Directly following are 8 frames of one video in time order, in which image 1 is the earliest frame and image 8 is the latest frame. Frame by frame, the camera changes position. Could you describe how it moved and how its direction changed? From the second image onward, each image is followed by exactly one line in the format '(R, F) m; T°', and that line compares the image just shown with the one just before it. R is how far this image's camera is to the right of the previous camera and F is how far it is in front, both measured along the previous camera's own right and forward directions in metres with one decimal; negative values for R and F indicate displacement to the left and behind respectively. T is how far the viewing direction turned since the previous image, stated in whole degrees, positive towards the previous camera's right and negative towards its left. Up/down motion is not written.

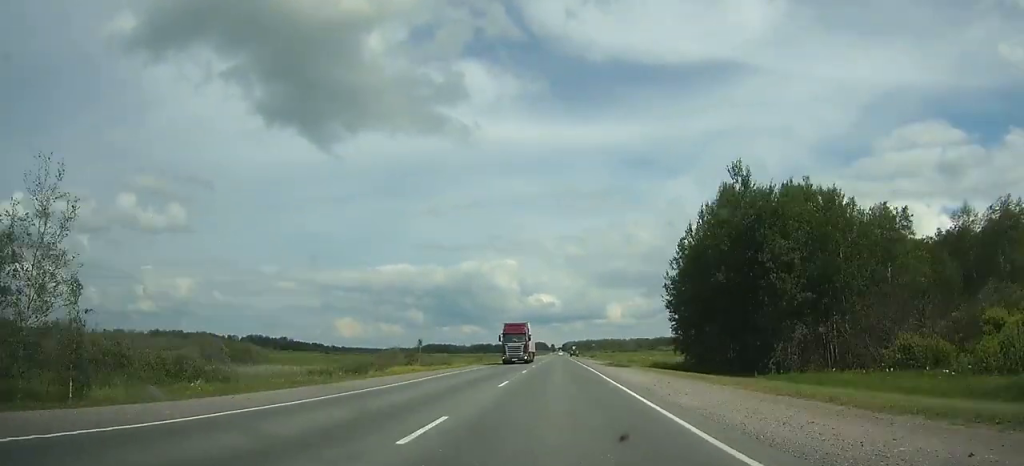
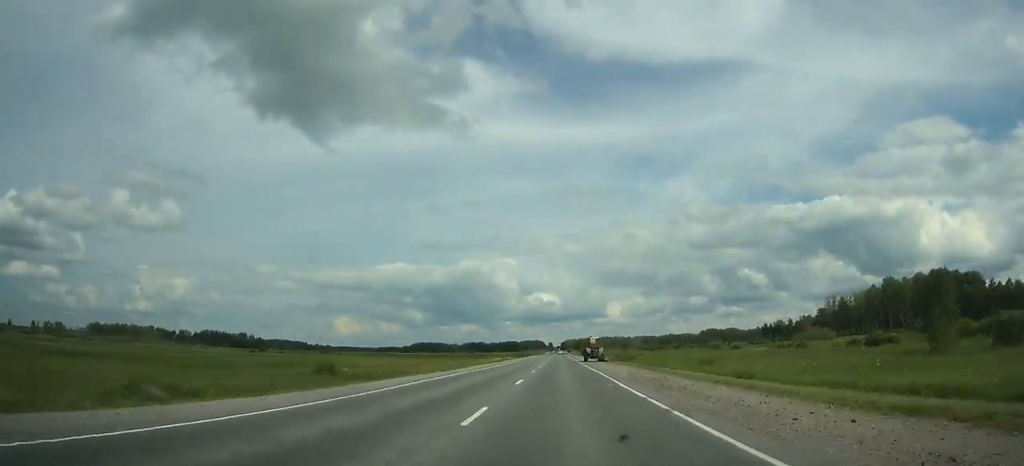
(+0.2, +107.9) m; 0°
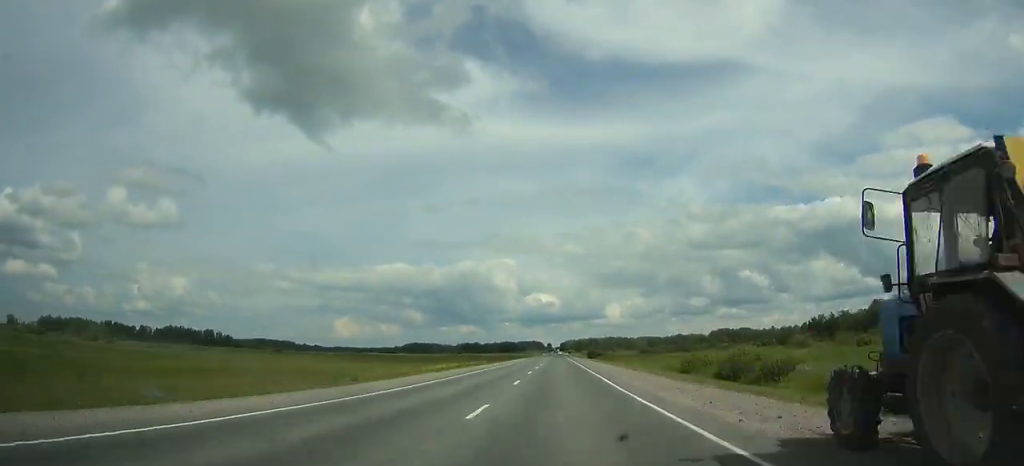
(+0.2, +70.8) m; 0°
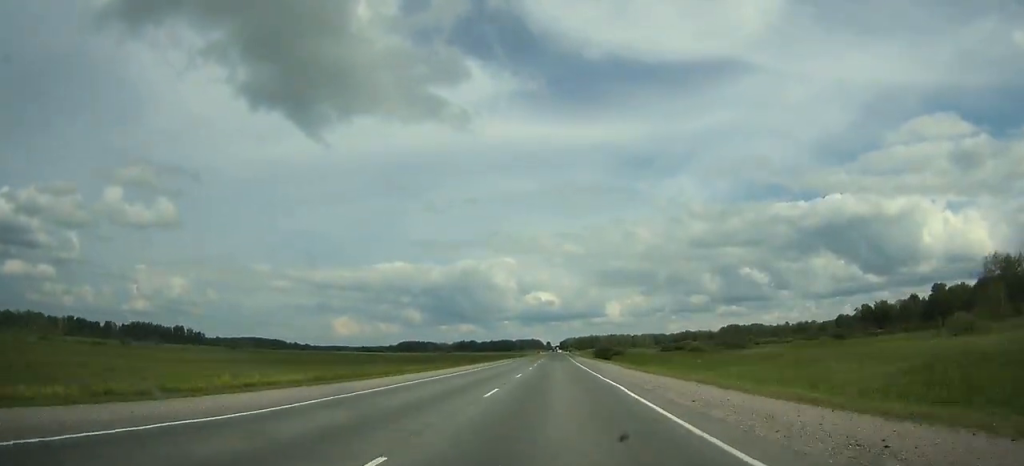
(0.0, +54.5) m; 0°
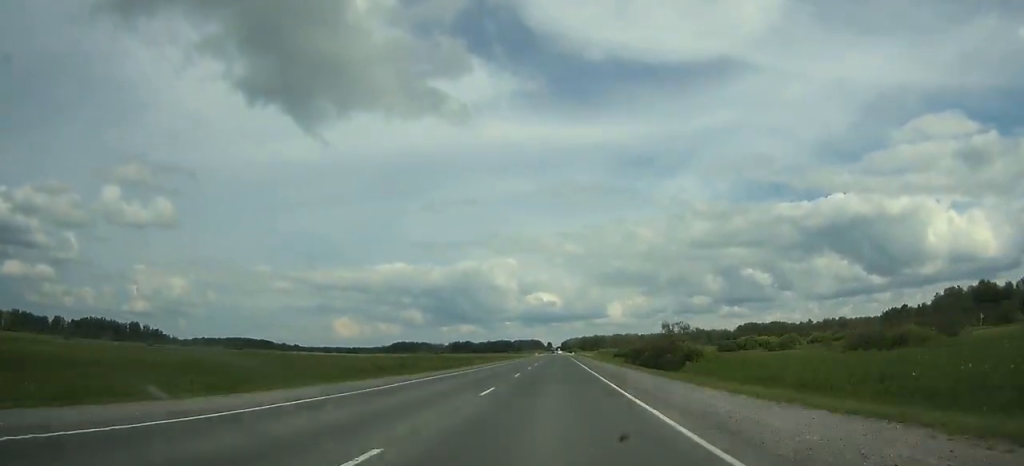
(0.0, +68.1) m; 0°
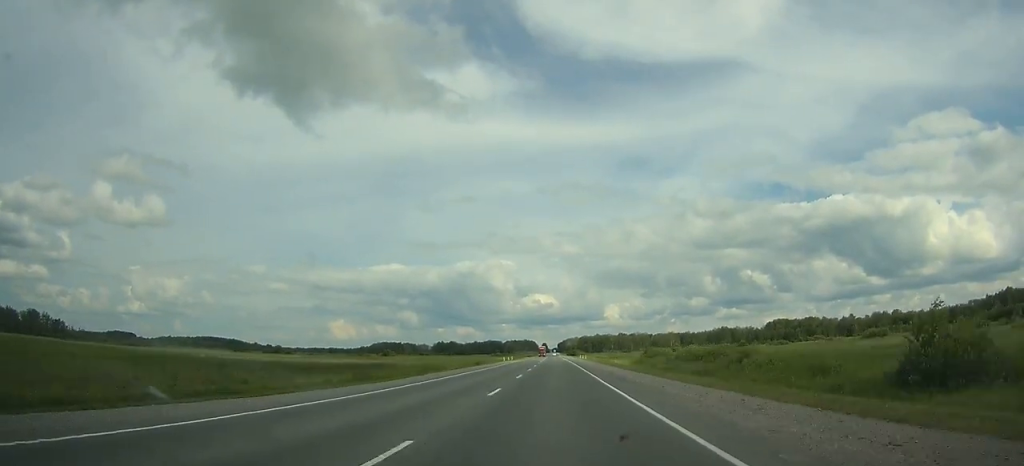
(+0.1, +115.6) m; 0°
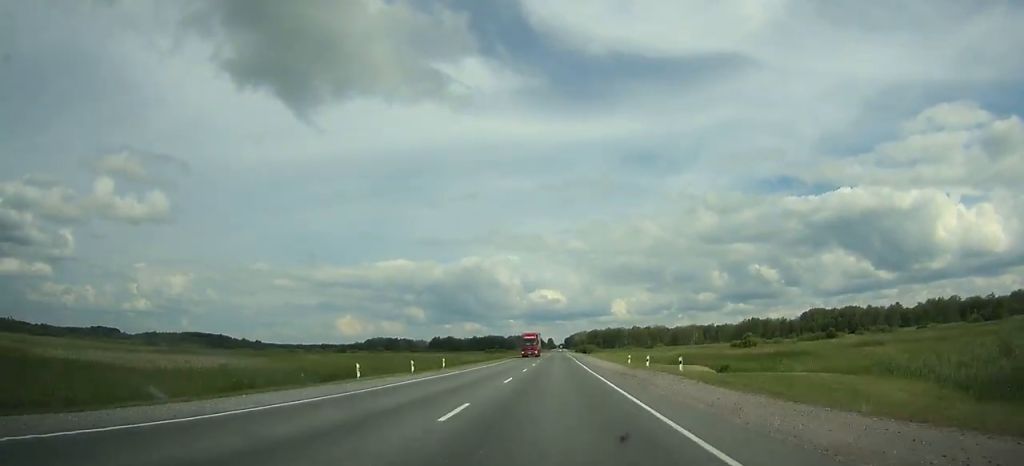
(0.0, +79.7) m; 0°
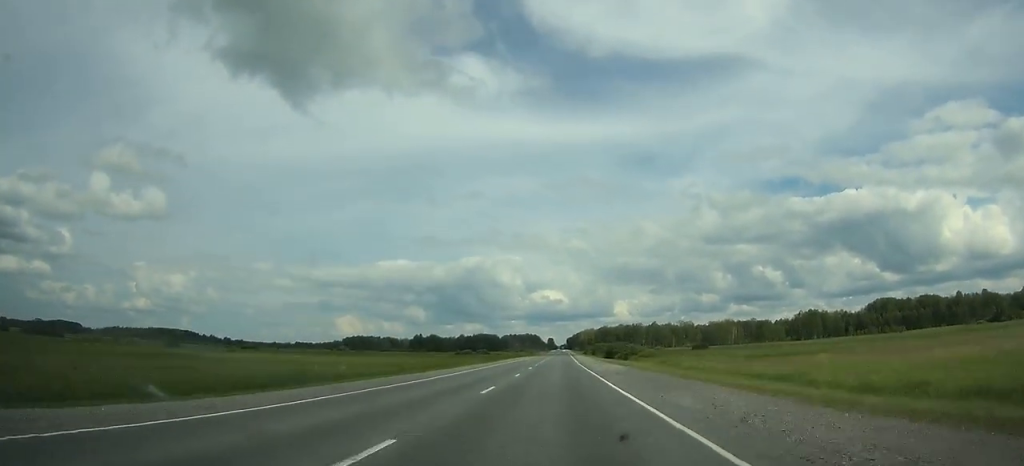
(-0.2, +125.8) m; 0°
